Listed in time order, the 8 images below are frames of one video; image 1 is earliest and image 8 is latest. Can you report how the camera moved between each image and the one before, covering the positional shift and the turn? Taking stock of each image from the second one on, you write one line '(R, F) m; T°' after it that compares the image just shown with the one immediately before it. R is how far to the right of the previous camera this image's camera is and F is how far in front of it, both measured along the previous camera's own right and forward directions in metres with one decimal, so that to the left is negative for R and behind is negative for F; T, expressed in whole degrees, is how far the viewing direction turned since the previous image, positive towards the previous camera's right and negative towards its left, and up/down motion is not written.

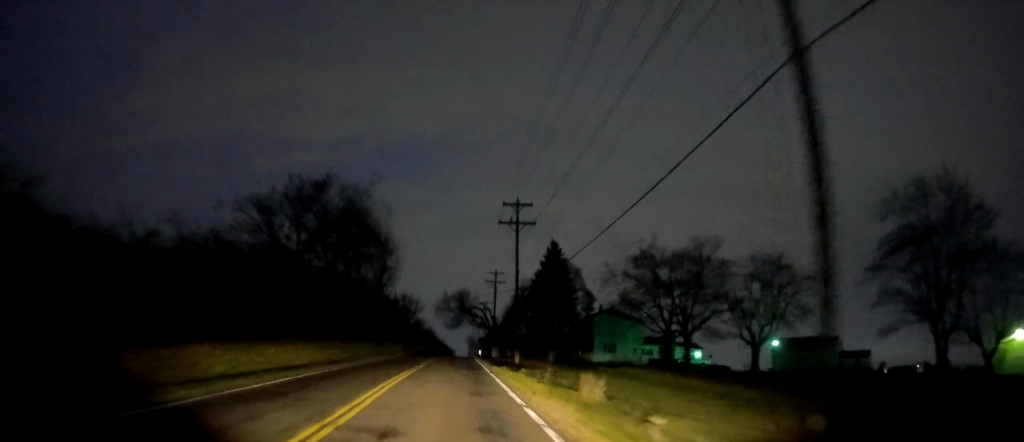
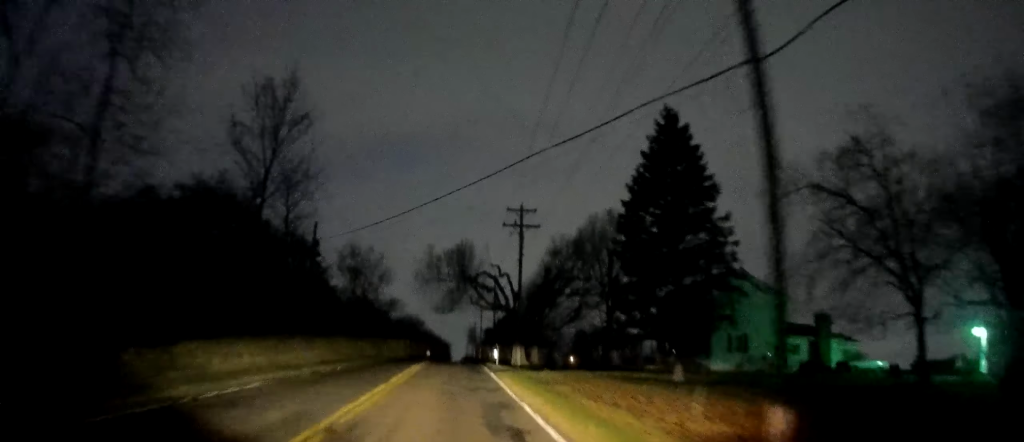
(+0.5, +39.8) m; 0°
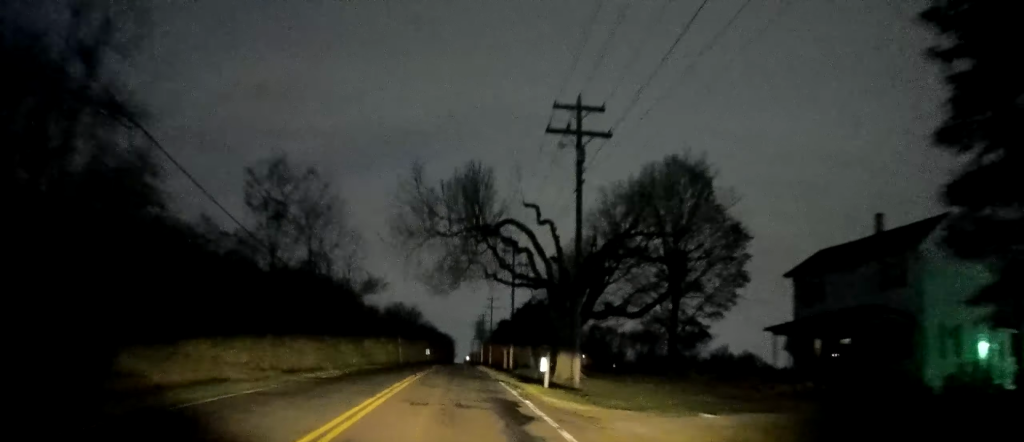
(-0.4, +21.4) m; -2°
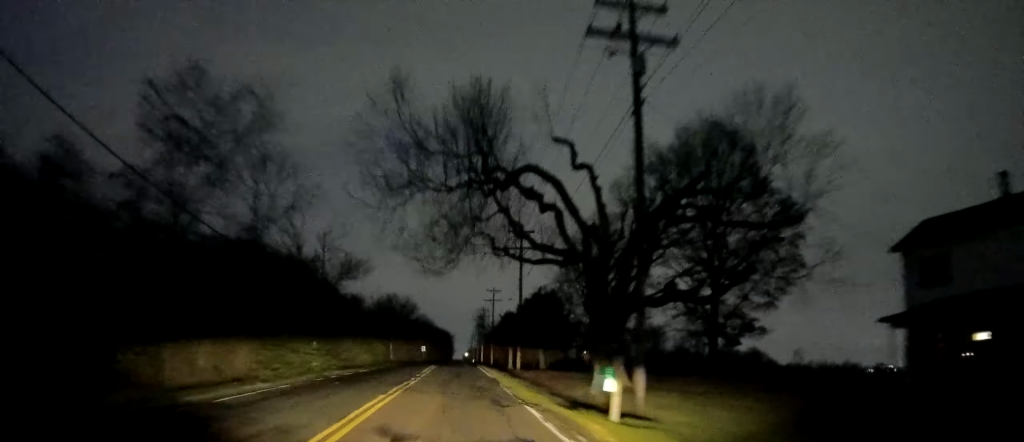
(0.0, +8.7) m; 0°
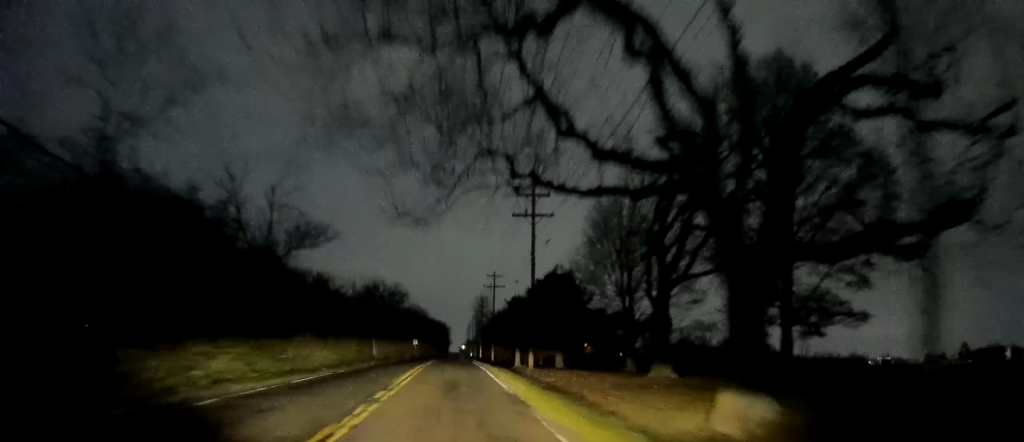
(0.0, +10.6) m; 0°
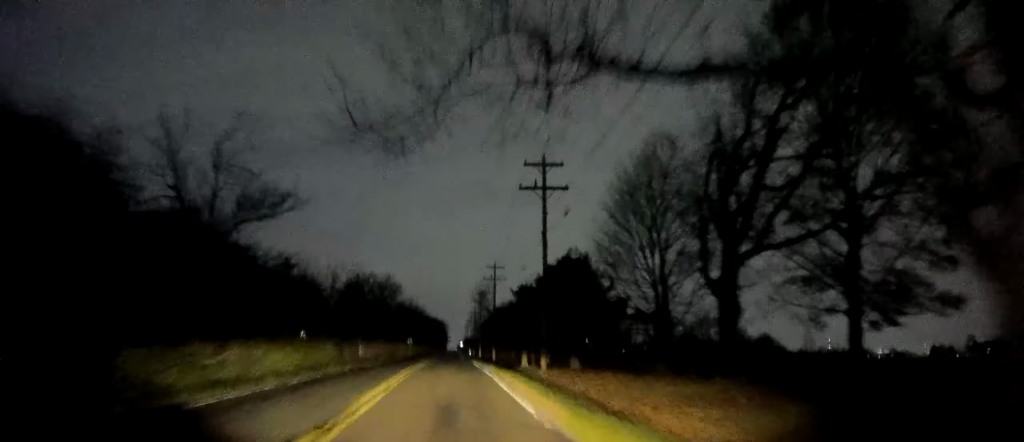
(-0.1, +6.4) m; 0°
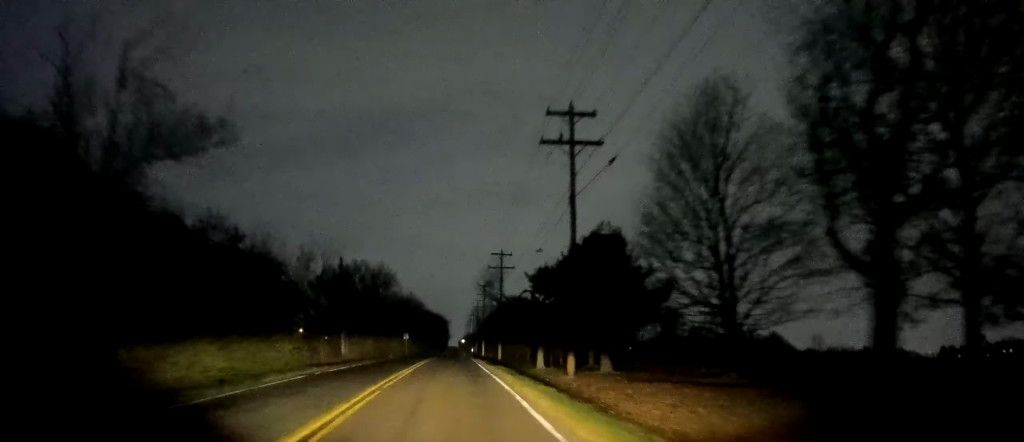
(-0.1, +7.9) m; 0°
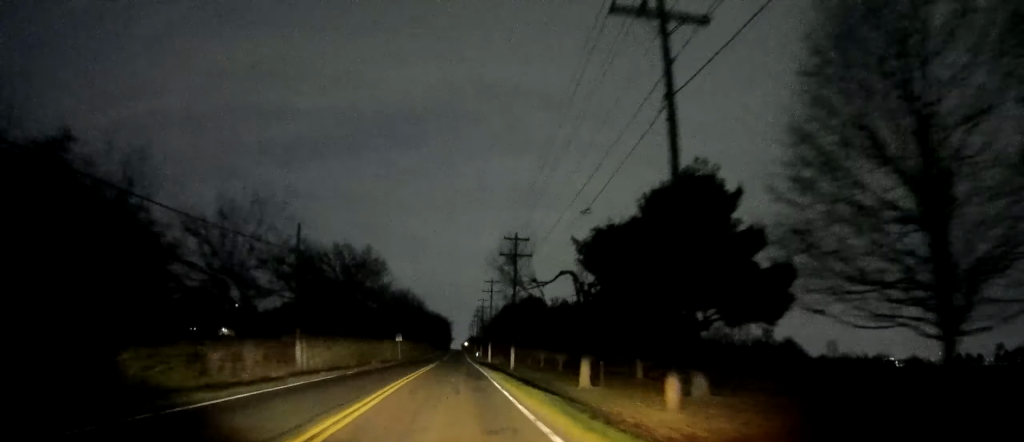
(+0.1, +11.5) m; +1°
